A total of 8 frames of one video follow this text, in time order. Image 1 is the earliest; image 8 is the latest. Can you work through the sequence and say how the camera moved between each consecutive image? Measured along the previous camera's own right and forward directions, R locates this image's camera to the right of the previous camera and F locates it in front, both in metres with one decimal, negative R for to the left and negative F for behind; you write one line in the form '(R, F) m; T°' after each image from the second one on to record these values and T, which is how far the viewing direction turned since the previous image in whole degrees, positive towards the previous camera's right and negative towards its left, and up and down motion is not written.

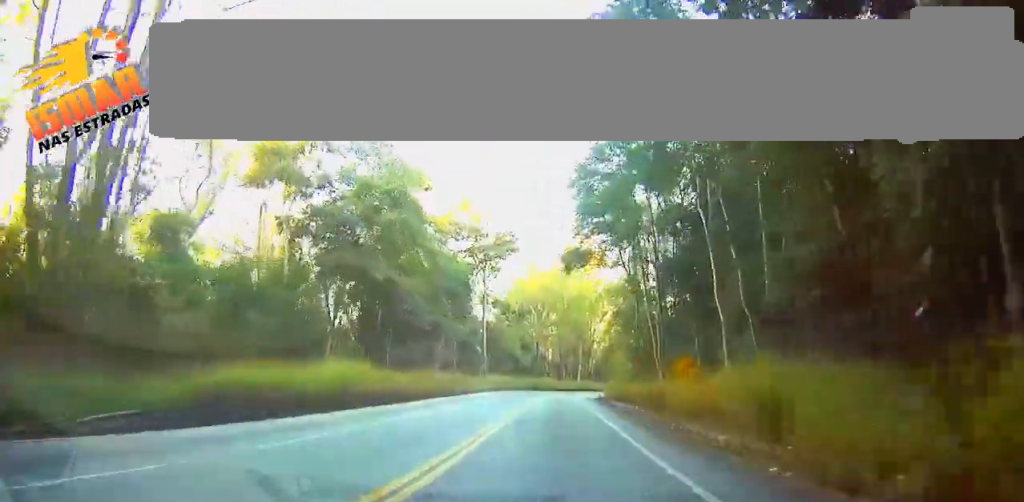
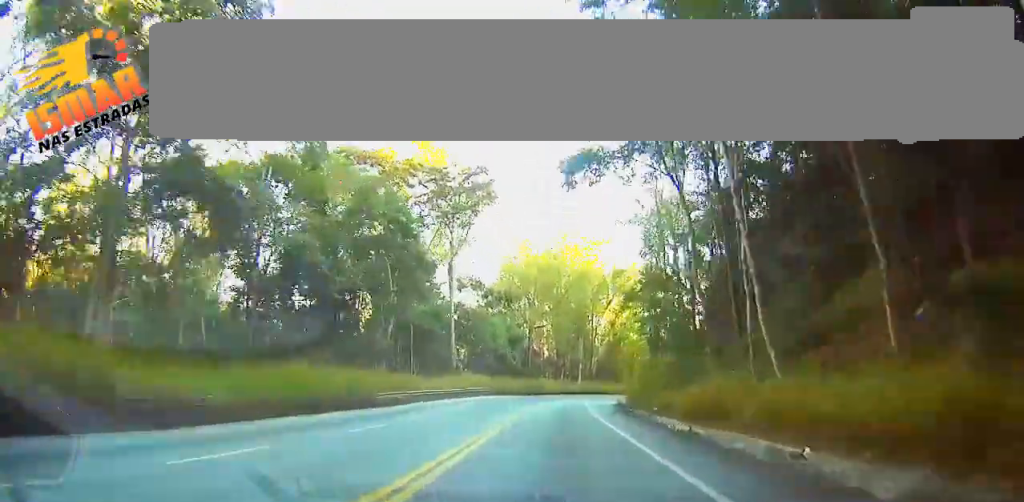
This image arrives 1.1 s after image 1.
(-0.6, +24.9) m; -2°
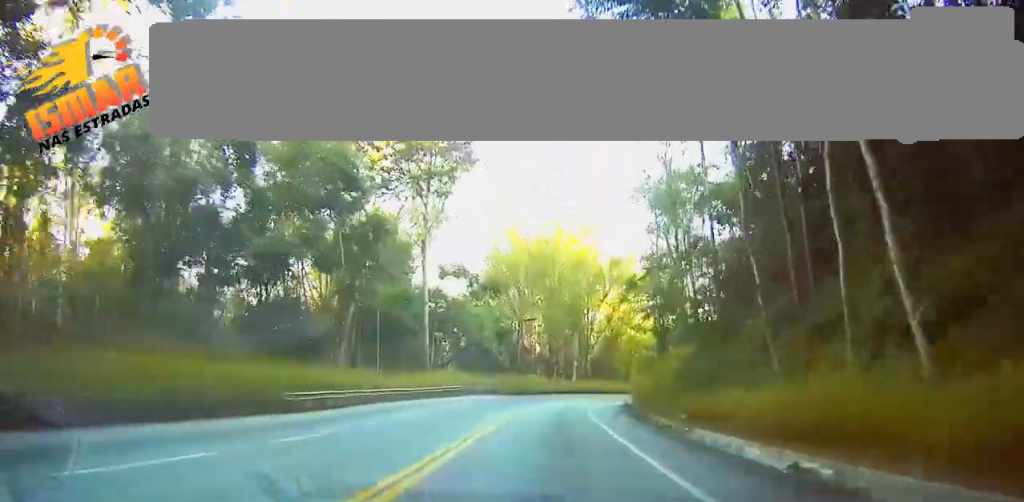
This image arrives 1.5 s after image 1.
(0.0, +9.7) m; 0°
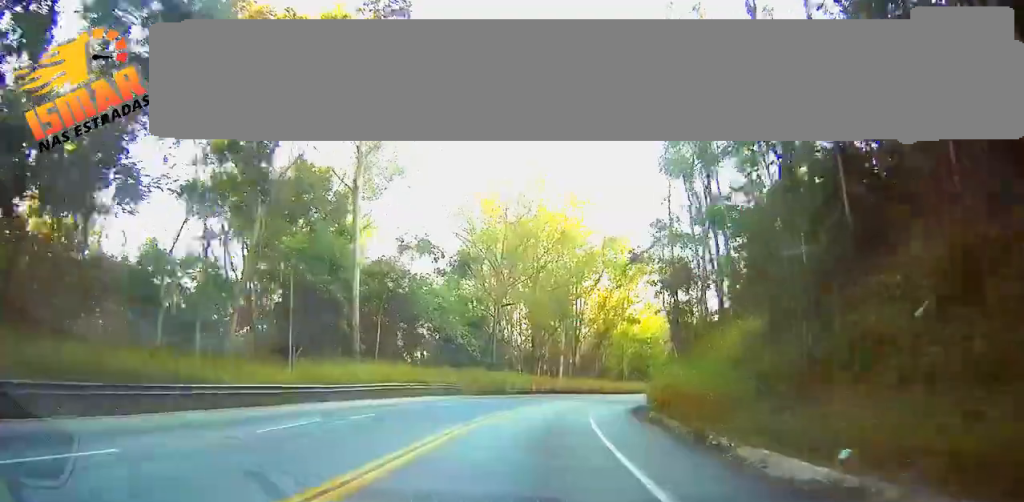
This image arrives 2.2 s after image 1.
(-0.1, +16.0) m; 0°
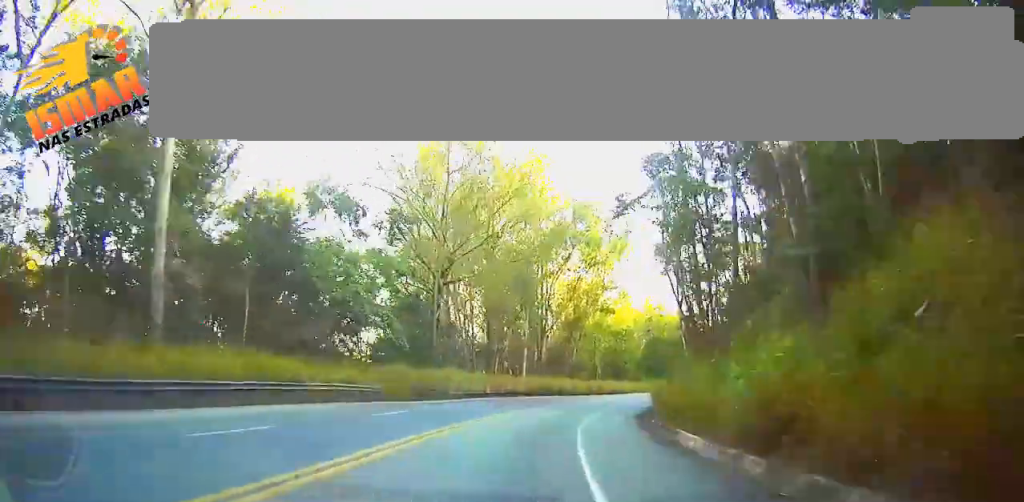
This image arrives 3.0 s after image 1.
(+0.1, +17.6) m; +1°
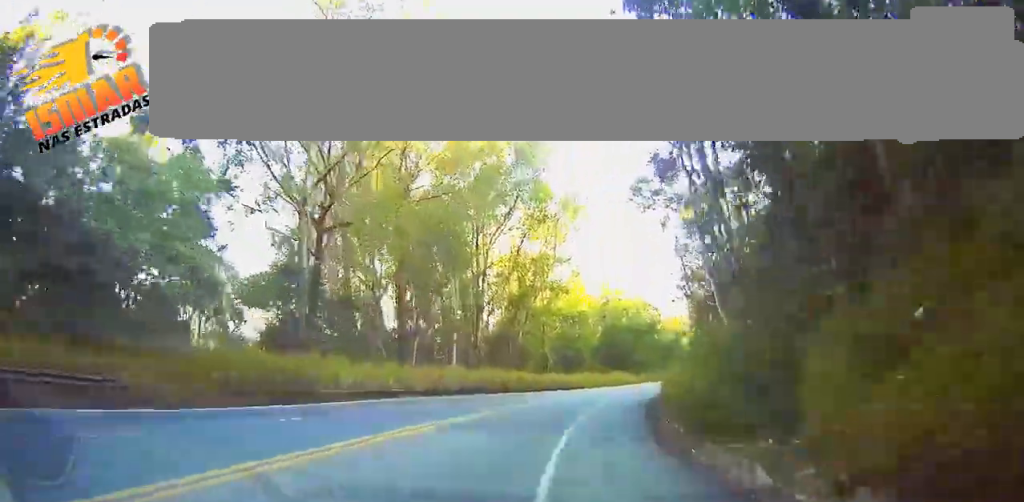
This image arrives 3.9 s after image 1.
(+0.5, +21.2) m; +4°
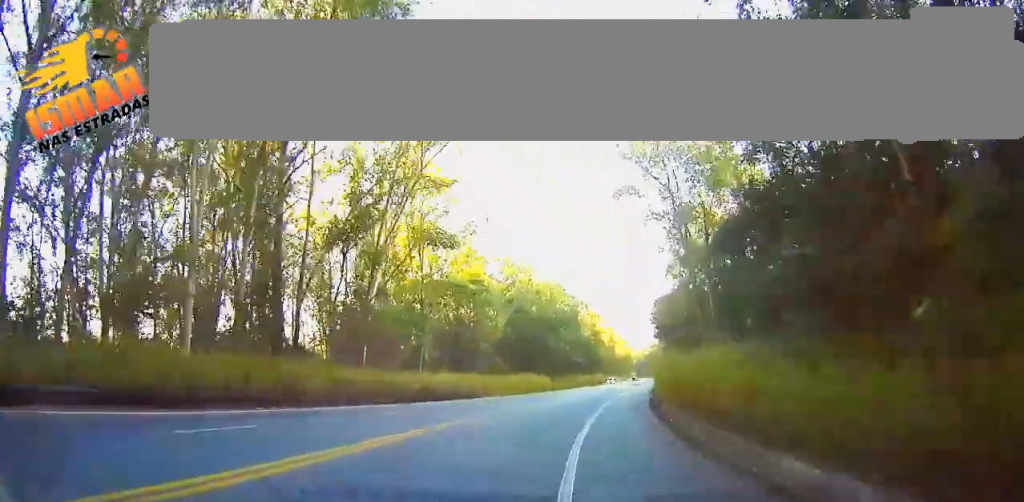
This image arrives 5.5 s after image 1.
(+2.6, +35.1) m; +7°
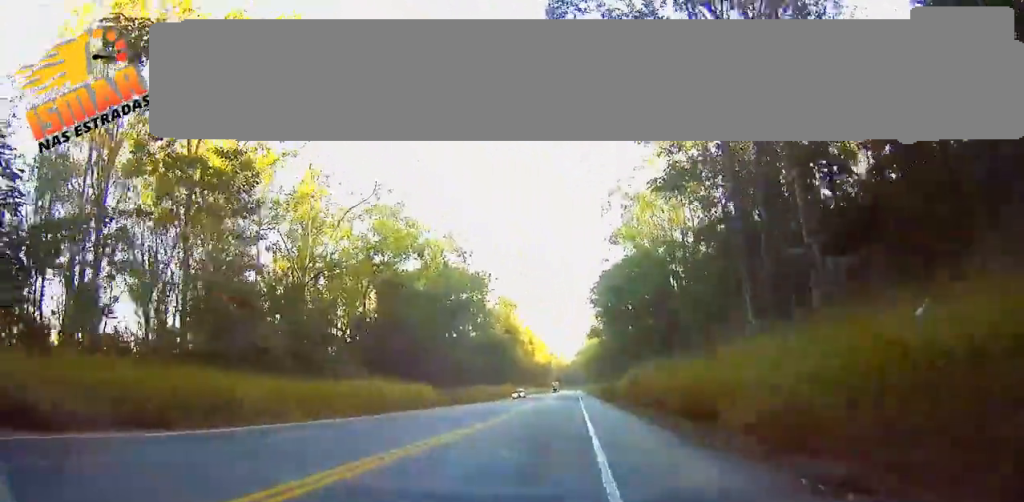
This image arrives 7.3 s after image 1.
(+2.3, +41.3) m; +8°
